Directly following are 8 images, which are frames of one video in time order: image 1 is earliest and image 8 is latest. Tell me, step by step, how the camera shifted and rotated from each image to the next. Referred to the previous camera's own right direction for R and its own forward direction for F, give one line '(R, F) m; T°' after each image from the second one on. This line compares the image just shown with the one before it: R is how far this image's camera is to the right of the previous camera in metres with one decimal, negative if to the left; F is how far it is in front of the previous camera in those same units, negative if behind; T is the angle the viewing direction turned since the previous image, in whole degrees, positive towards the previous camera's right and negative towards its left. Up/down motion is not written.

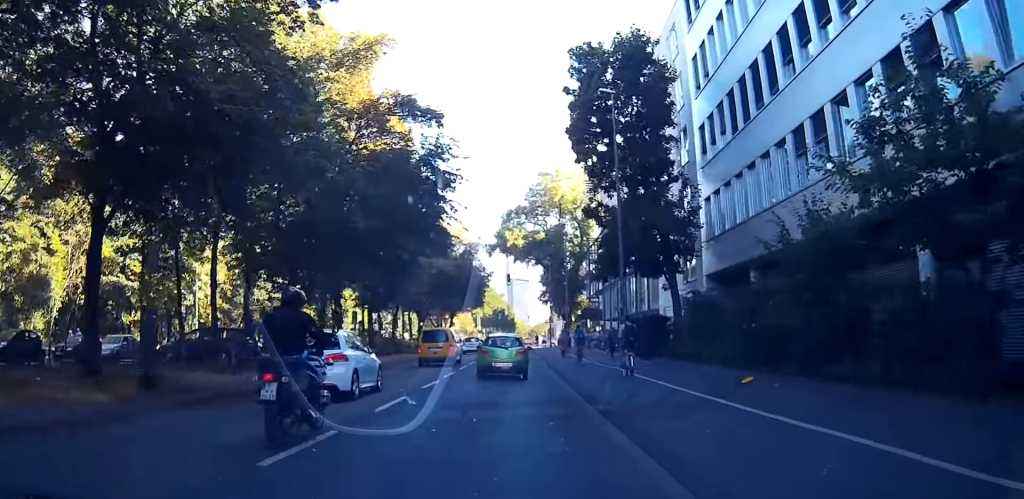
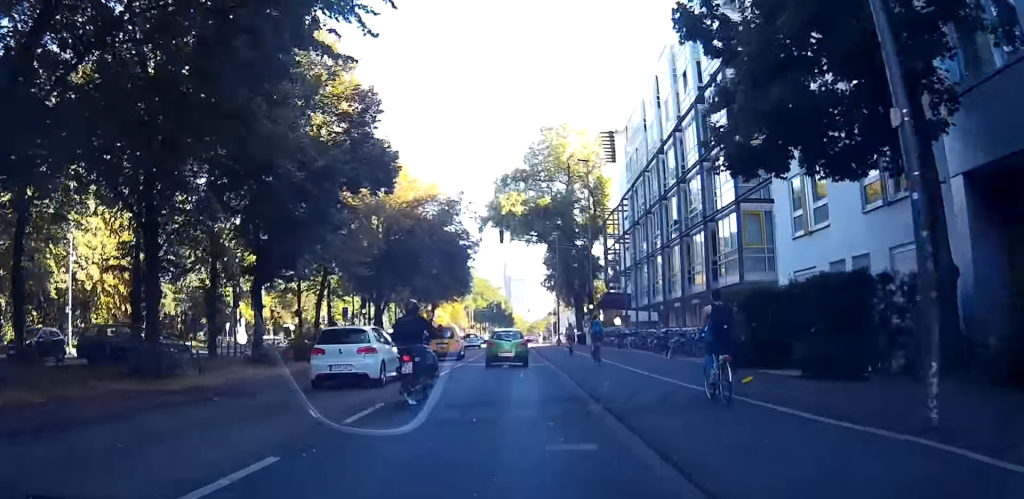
(-0.7, +24.5) m; -3°
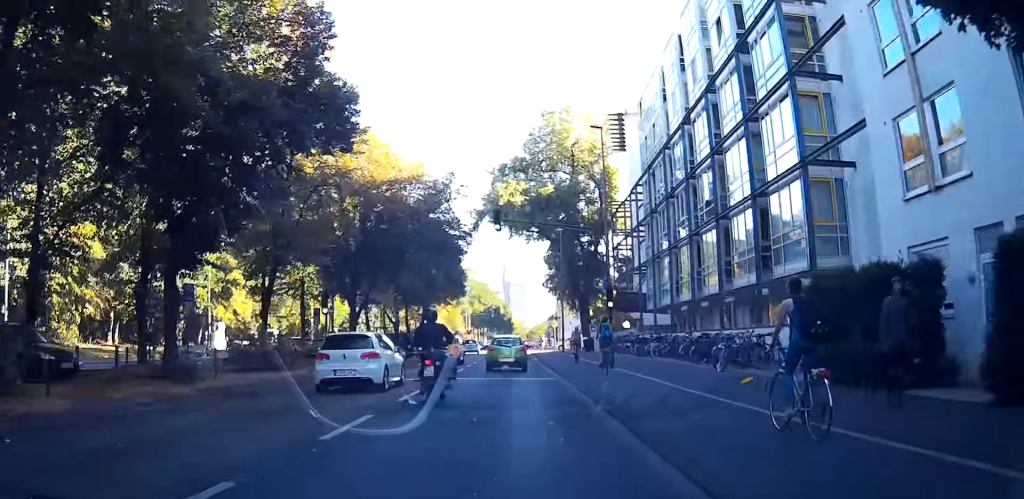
(0.0, +7.8) m; -1°
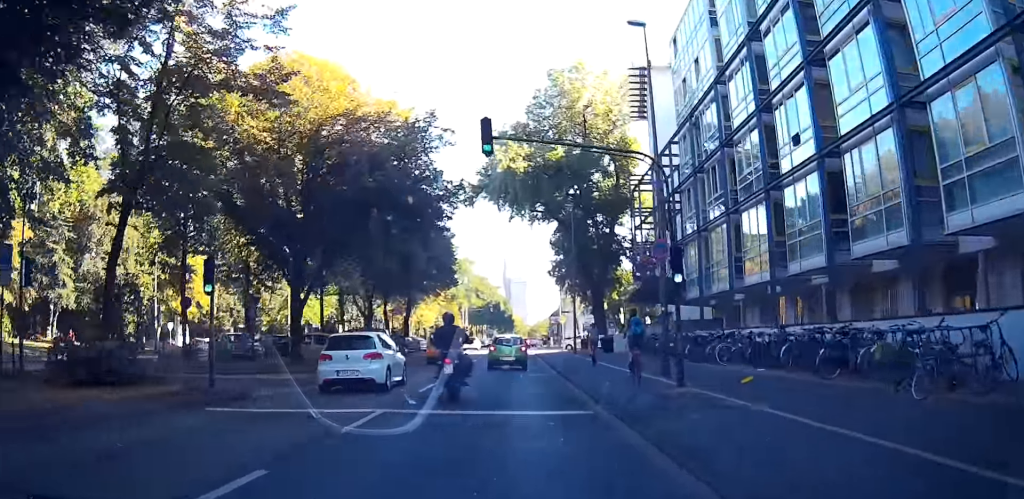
(-0.2, +11.9) m; -1°
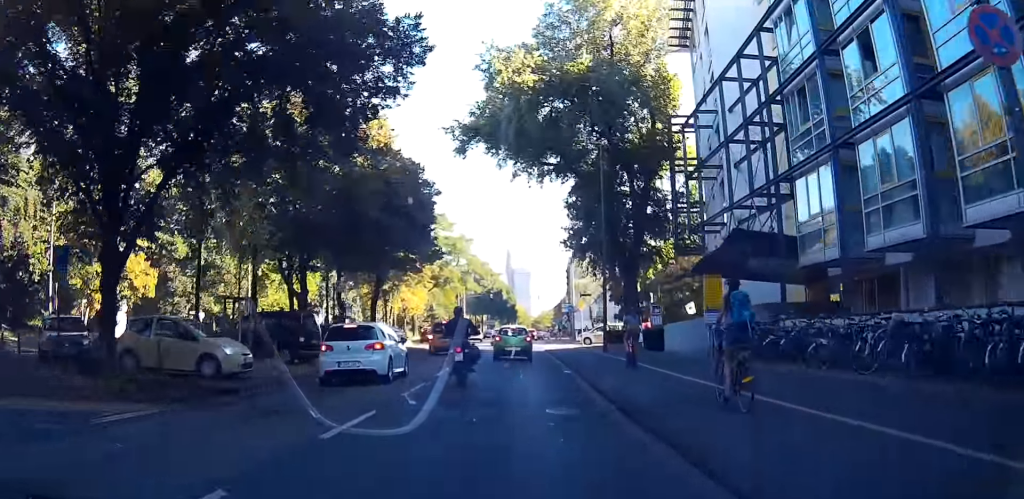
(-0.1, +16.4) m; +1°
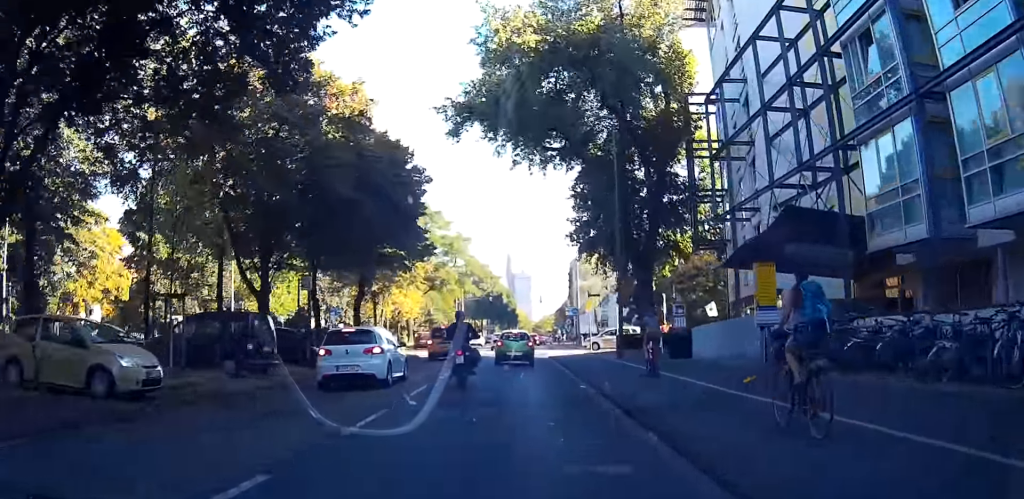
(0.0, +5.4) m; 0°
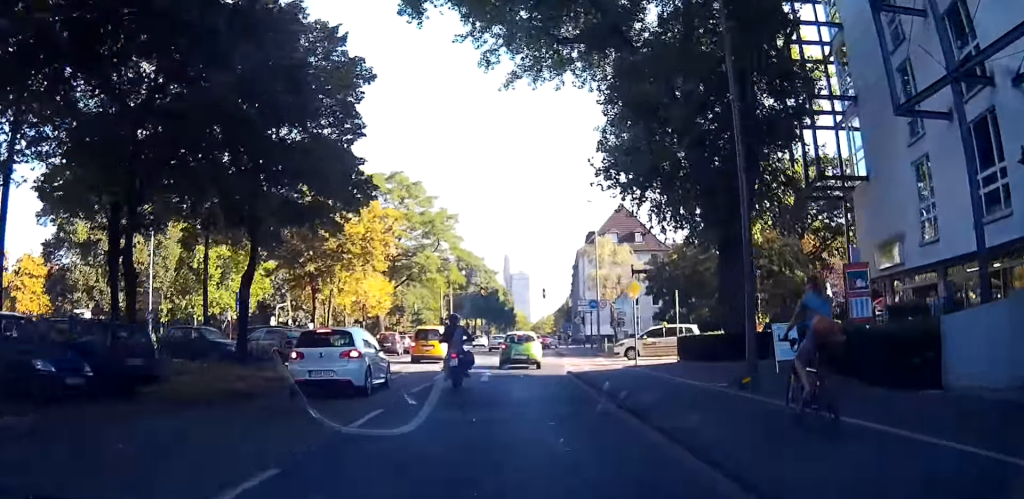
(-0.1, +18.1) m; -2°
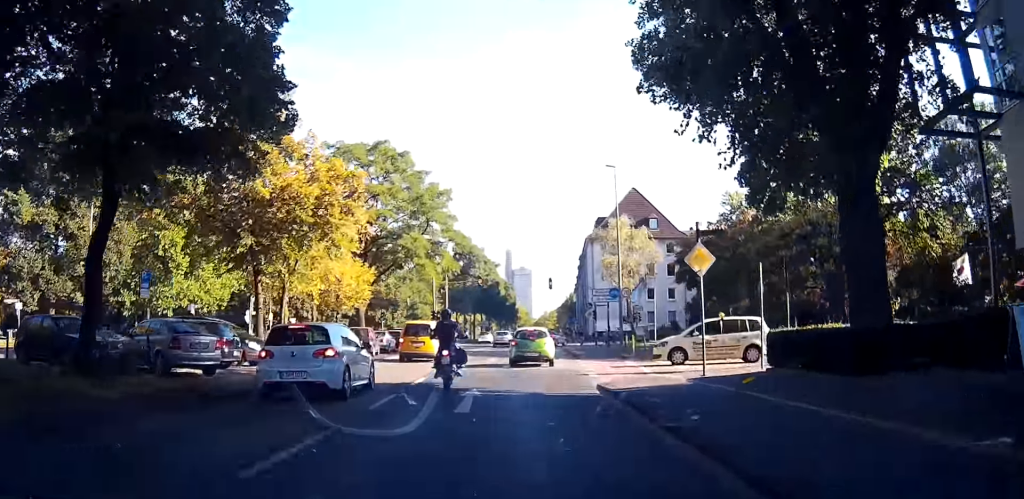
(-0.2, +9.2) m; -1°
